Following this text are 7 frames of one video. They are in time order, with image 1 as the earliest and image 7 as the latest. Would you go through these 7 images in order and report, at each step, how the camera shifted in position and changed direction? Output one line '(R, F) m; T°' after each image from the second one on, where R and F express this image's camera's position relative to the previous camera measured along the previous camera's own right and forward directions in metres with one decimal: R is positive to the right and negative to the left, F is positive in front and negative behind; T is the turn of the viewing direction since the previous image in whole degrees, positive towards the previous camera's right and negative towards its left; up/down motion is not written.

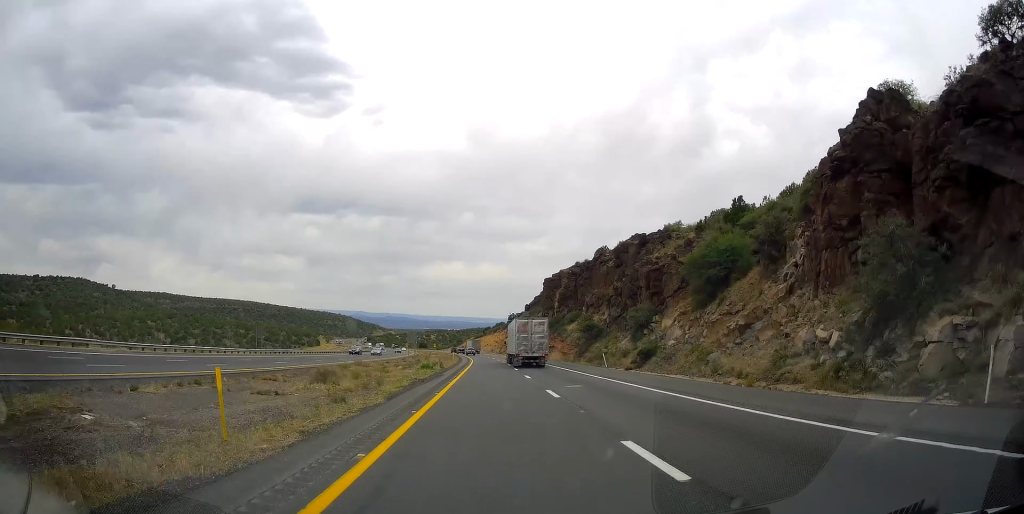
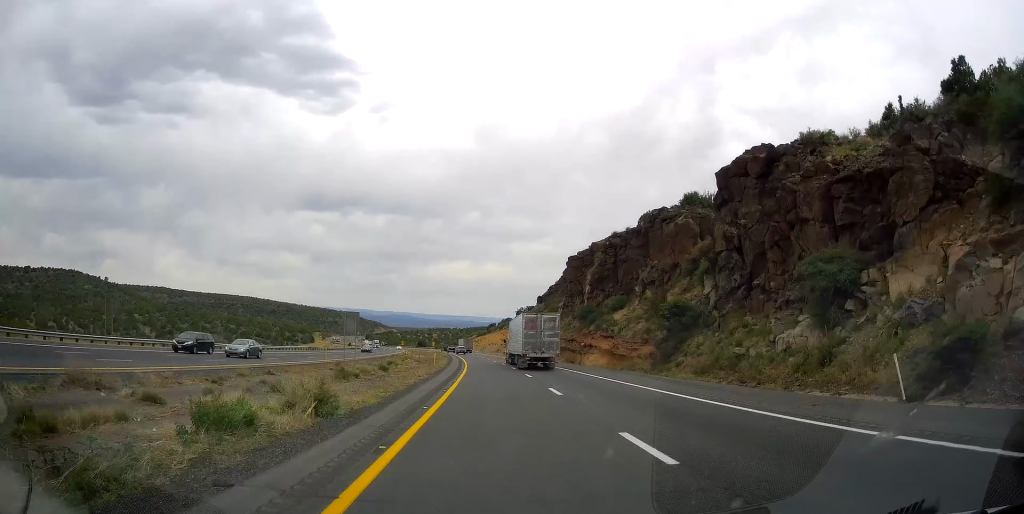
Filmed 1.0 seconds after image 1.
(+0.1, +35.9) m; 0°
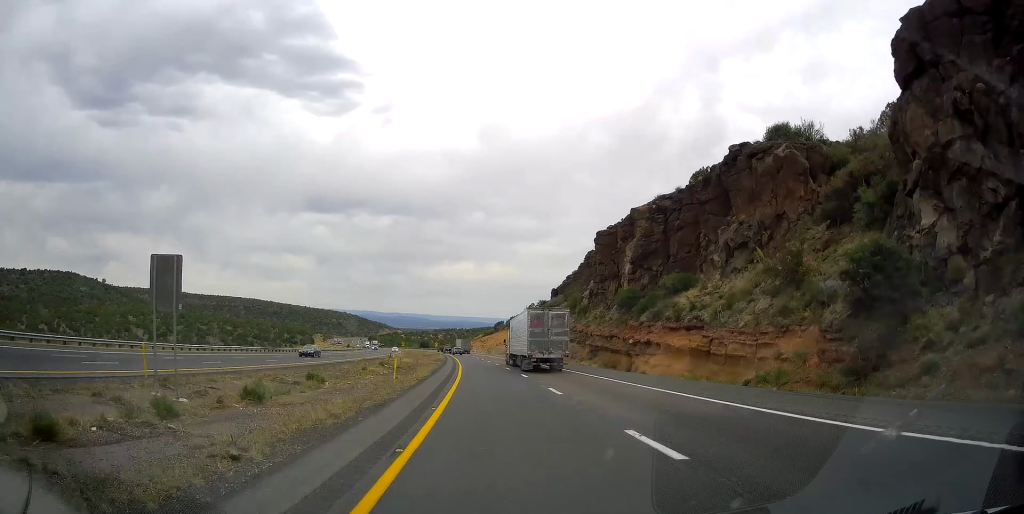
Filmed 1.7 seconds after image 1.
(+0.1, +24.3) m; 0°
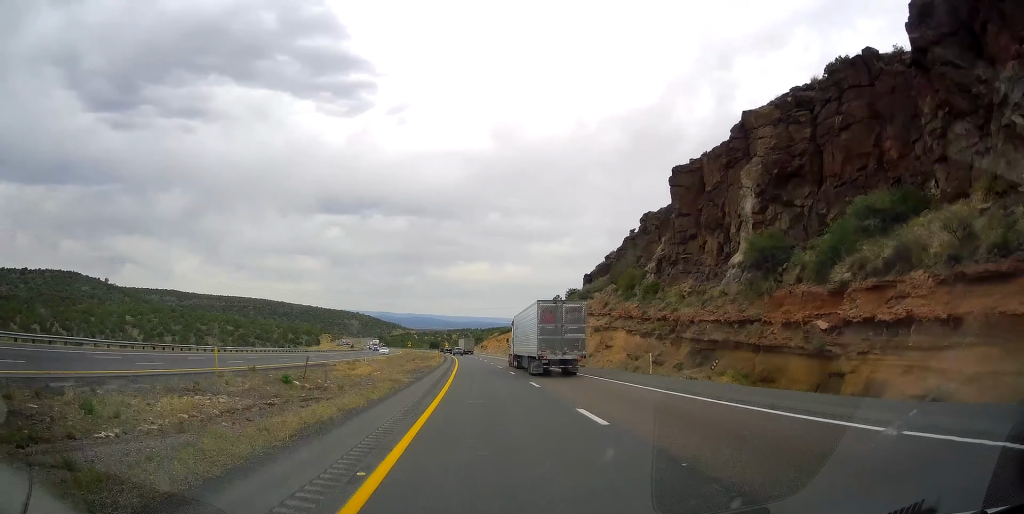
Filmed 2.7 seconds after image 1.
(-0.4, +32.4) m; -1°
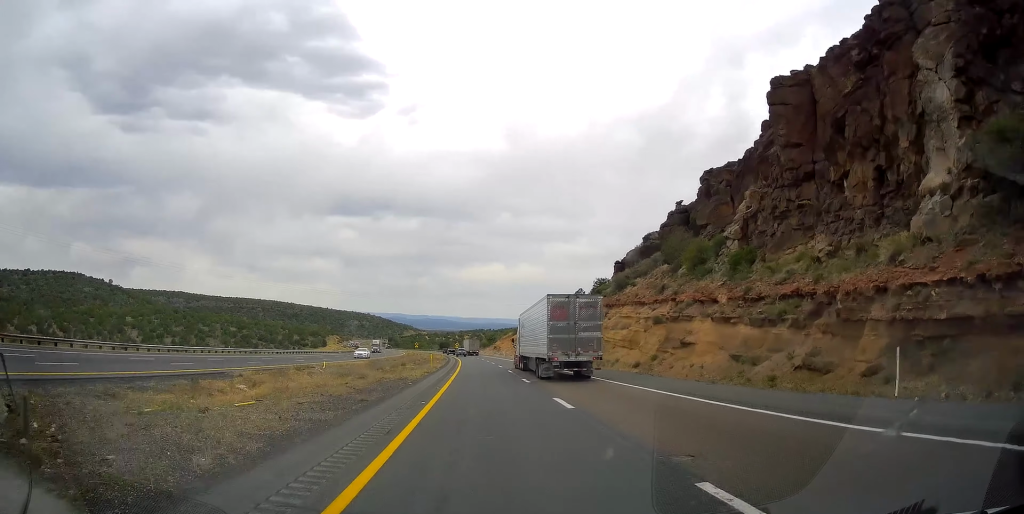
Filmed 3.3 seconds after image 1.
(+0.2, +20.8) m; -1°
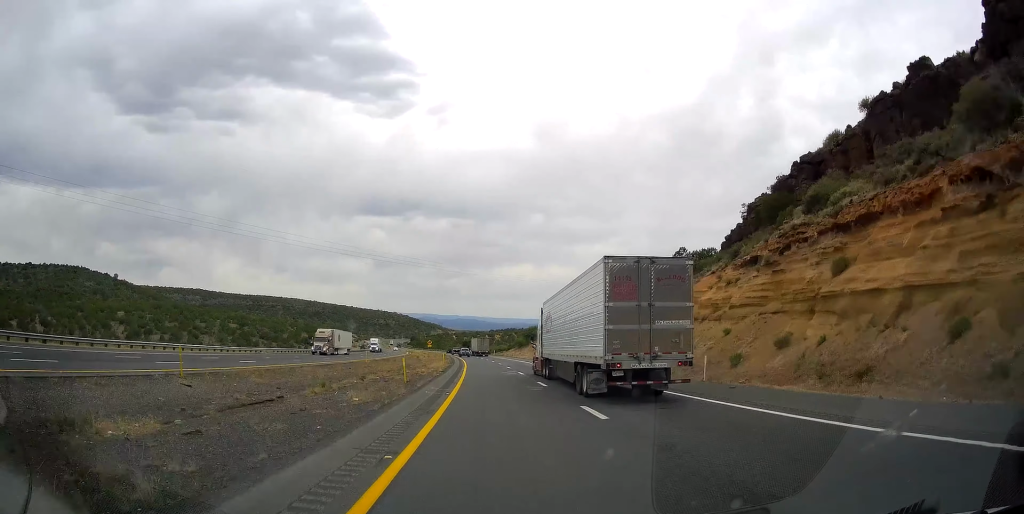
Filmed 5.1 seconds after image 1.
(-2.0, +63.4) m; -3°
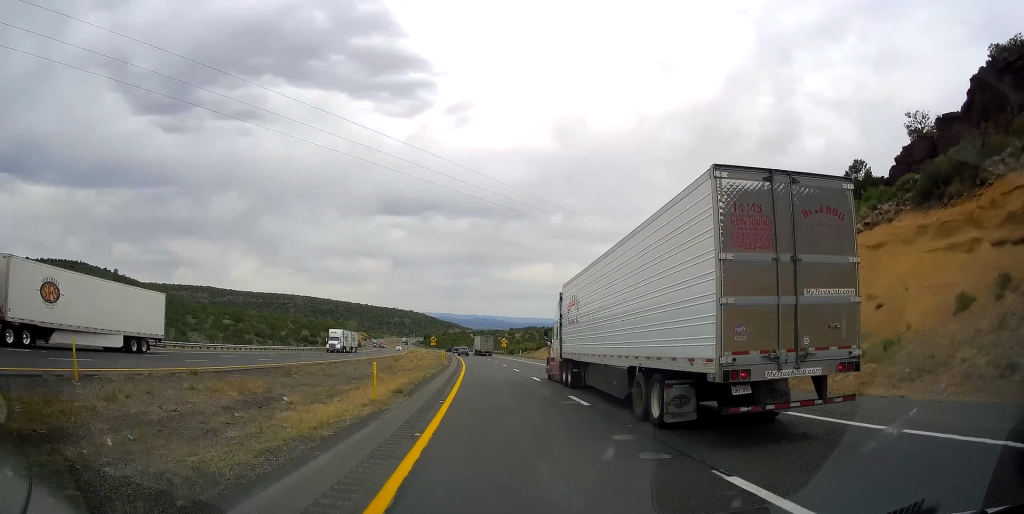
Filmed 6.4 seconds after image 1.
(-0.7, +46.2) m; -3°
